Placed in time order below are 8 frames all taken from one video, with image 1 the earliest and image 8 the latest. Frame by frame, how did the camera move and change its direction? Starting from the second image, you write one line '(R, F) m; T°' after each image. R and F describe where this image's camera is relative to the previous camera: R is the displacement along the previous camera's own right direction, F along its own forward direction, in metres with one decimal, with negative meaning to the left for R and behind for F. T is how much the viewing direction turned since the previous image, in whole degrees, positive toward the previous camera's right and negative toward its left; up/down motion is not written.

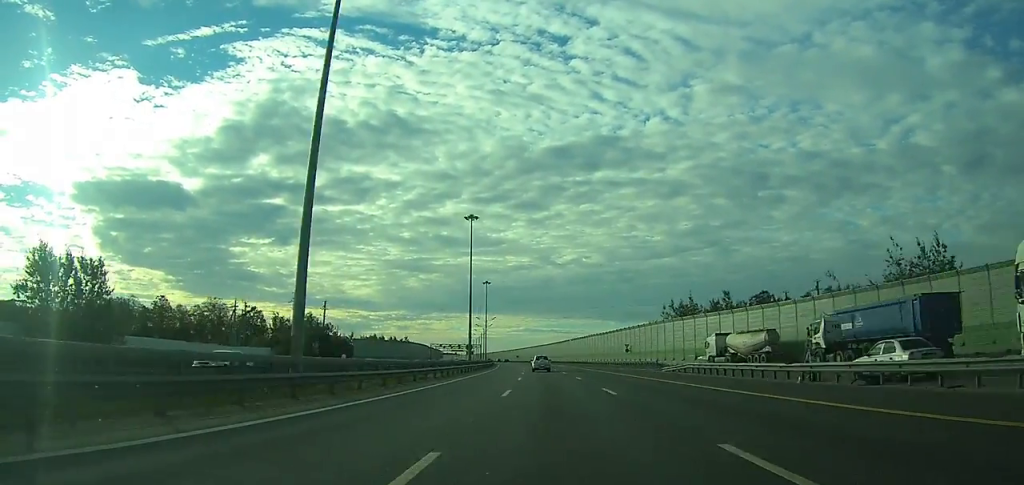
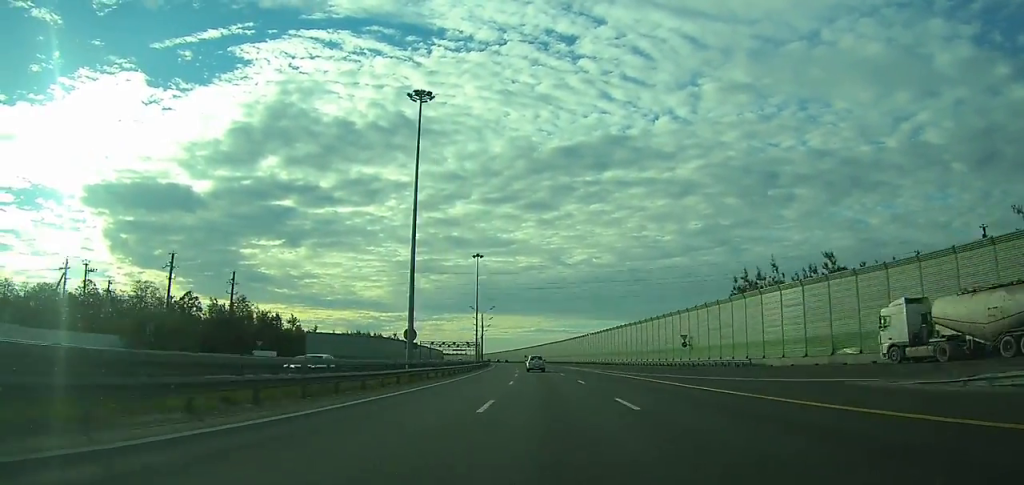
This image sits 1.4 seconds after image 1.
(-0.3, +36.3) m; -1°
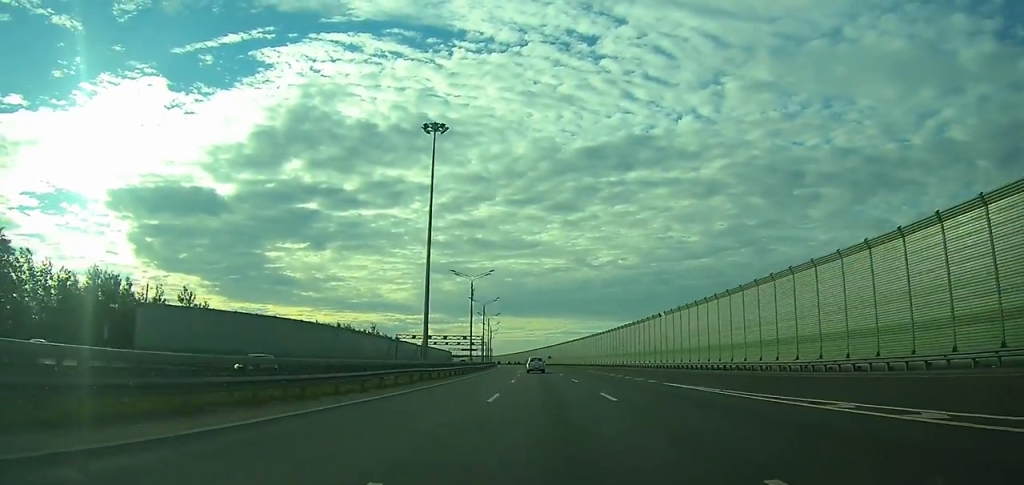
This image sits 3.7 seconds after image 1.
(-1.1, +59.4) m; -2°
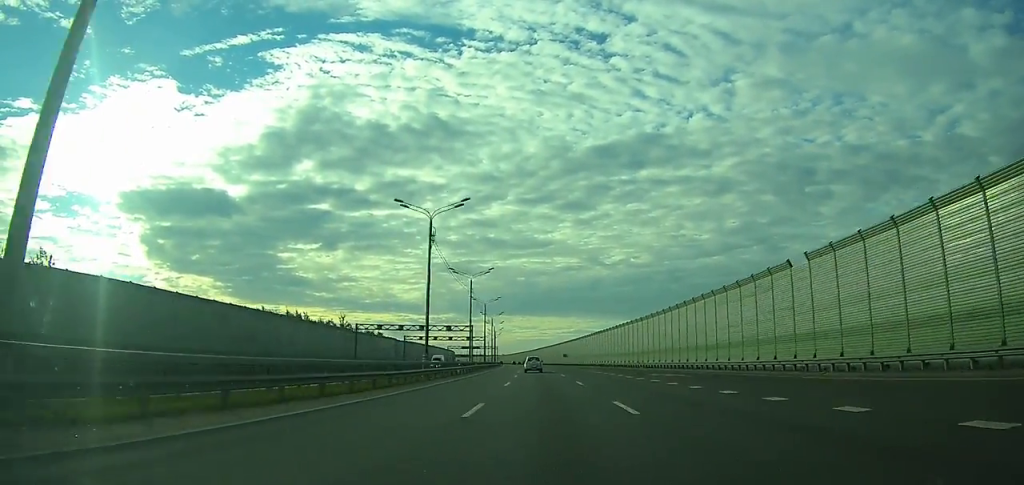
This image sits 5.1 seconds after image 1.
(-0.3, +37.4) m; -1°
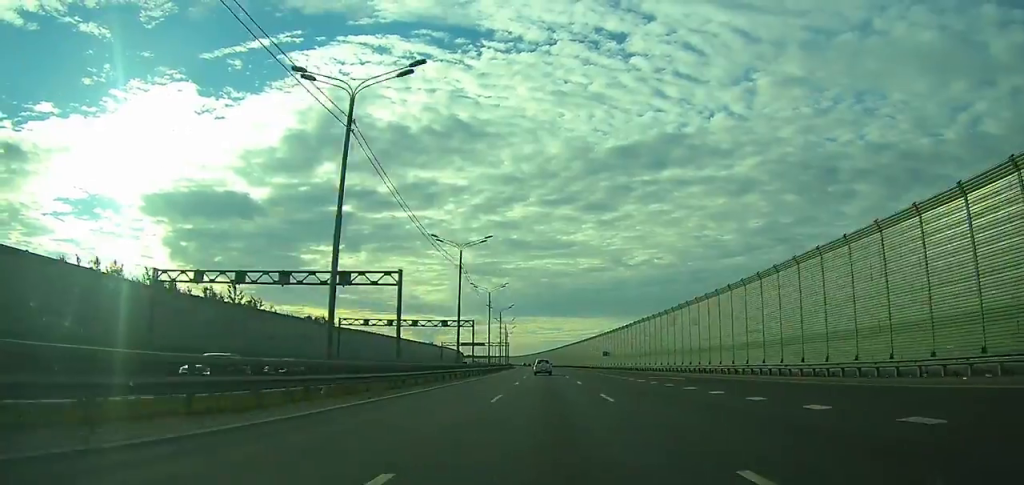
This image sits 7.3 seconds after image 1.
(-1.2, +57.2) m; -2°
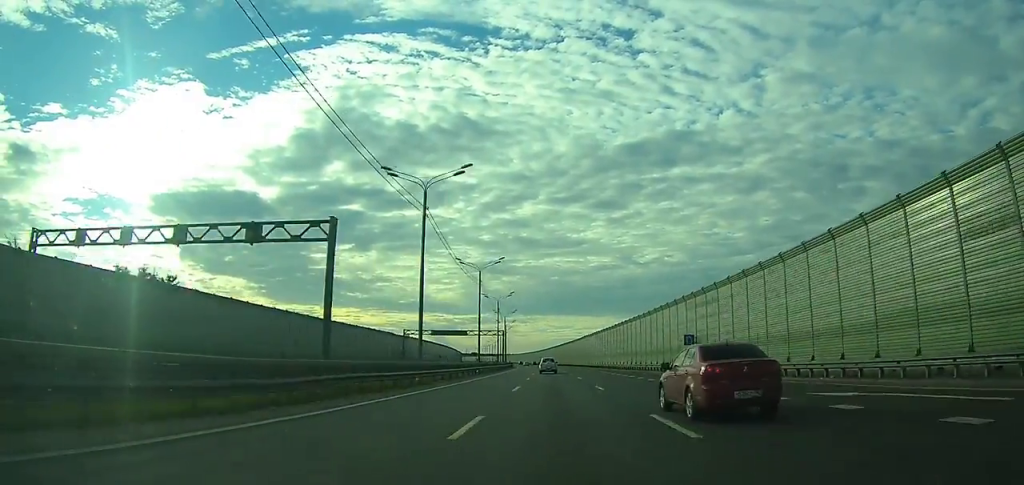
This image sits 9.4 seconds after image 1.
(-0.7, +55.8) m; -1°
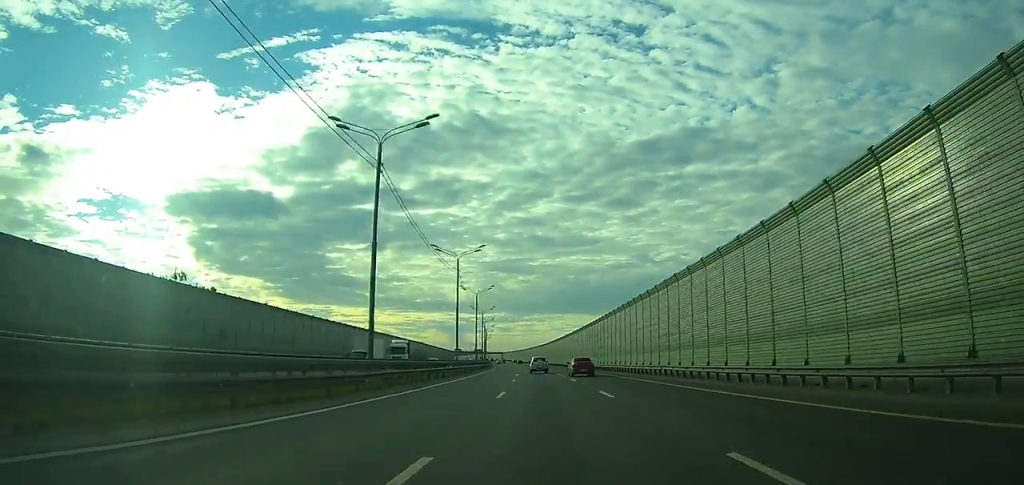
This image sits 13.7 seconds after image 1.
(-1.9, +121.1) m; -2°
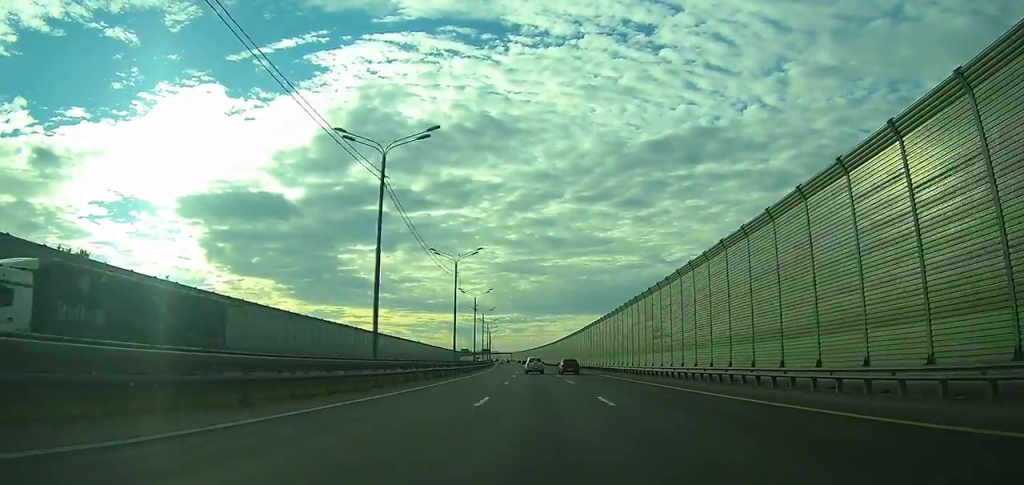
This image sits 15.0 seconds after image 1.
(-0.2, +36.7) m; -1°
